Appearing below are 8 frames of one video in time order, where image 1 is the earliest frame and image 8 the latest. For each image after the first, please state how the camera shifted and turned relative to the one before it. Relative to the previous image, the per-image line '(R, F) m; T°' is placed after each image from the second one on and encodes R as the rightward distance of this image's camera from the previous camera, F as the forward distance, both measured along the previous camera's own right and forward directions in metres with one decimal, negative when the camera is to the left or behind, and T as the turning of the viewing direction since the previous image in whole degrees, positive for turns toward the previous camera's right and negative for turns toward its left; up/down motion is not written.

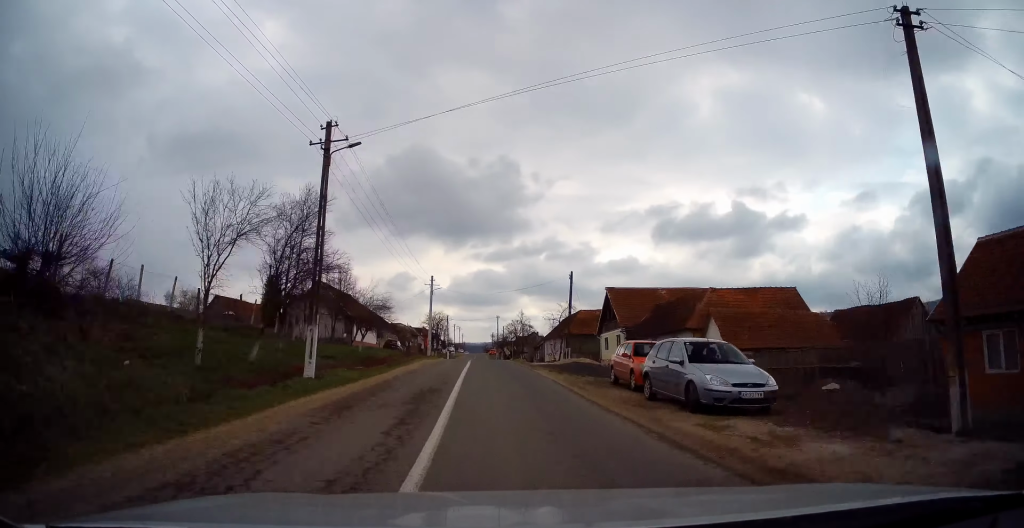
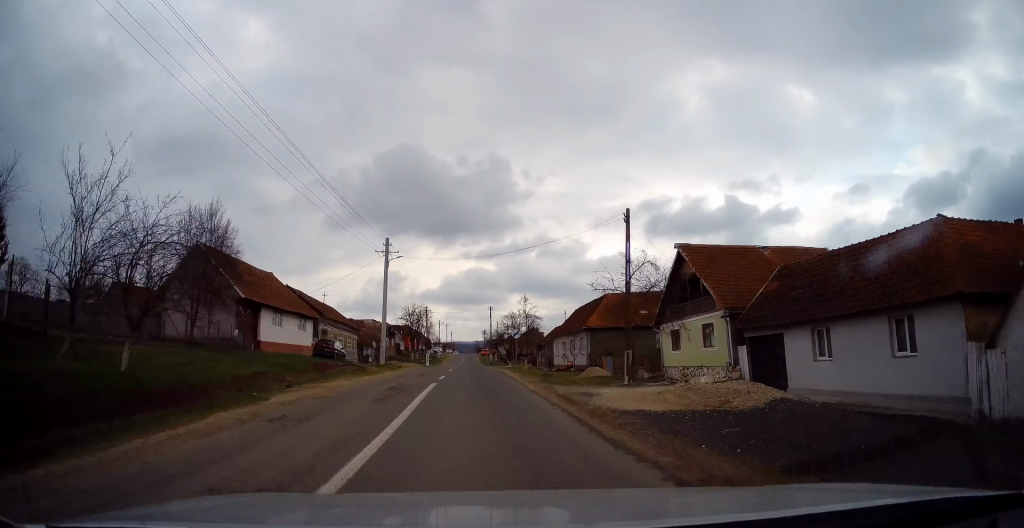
(0.0, +20.9) m; +1°
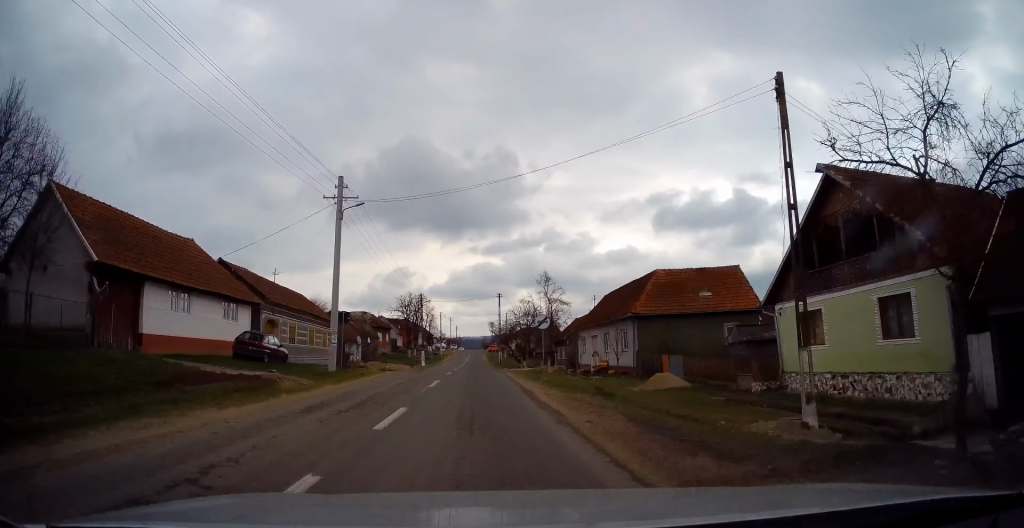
(0.0, +13.0) m; 0°
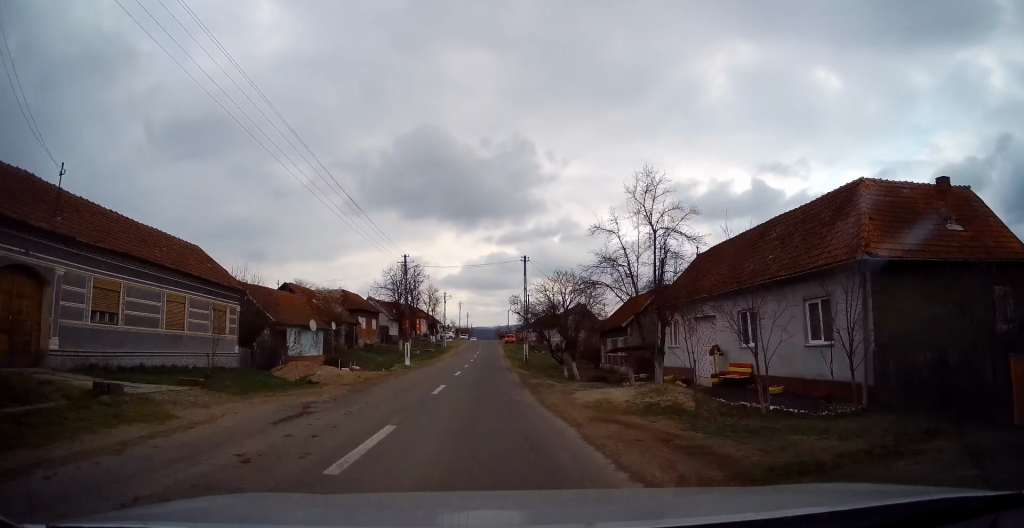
(0.0, +21.3) m; -1°
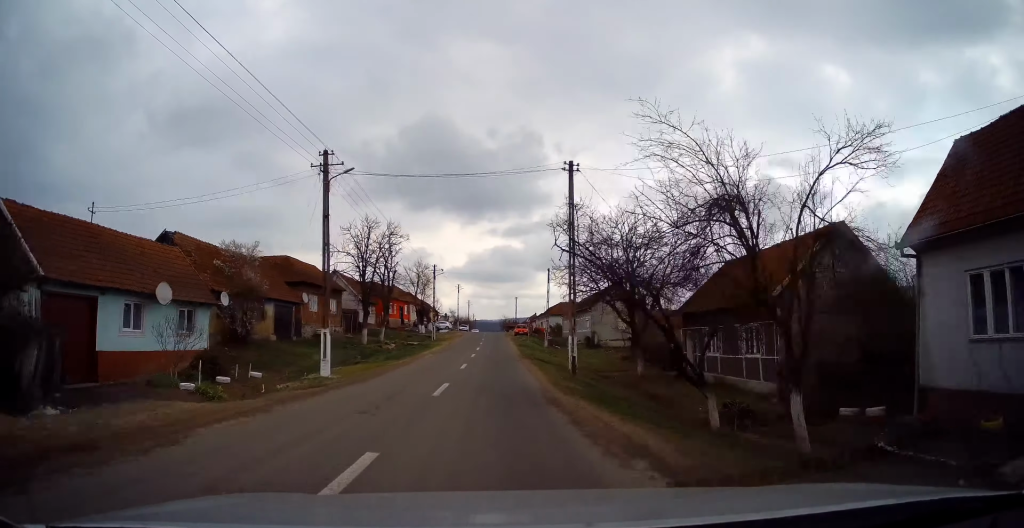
(-0.4, +20.5) m; -1°
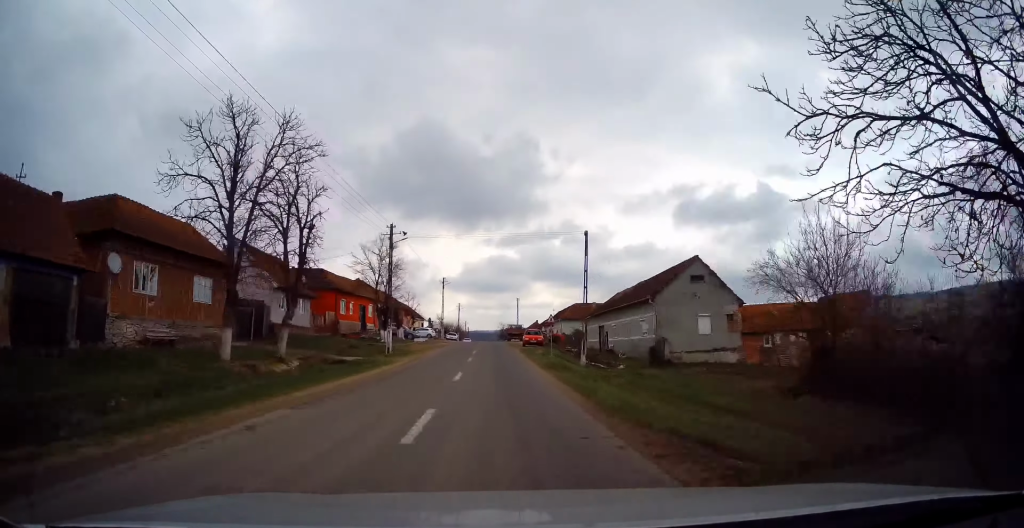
(-0.1, +23.3) m; 0°
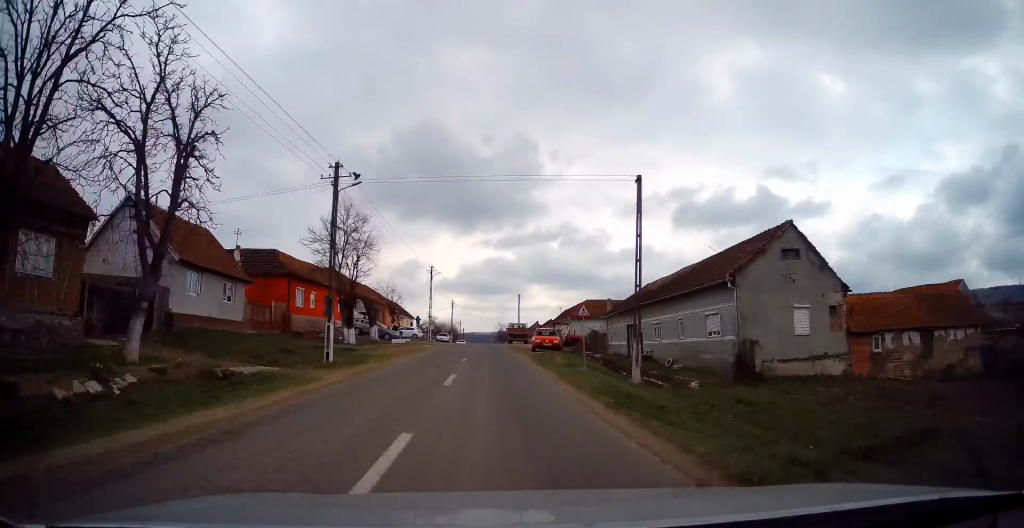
(0.0, +11.9) m; +1°
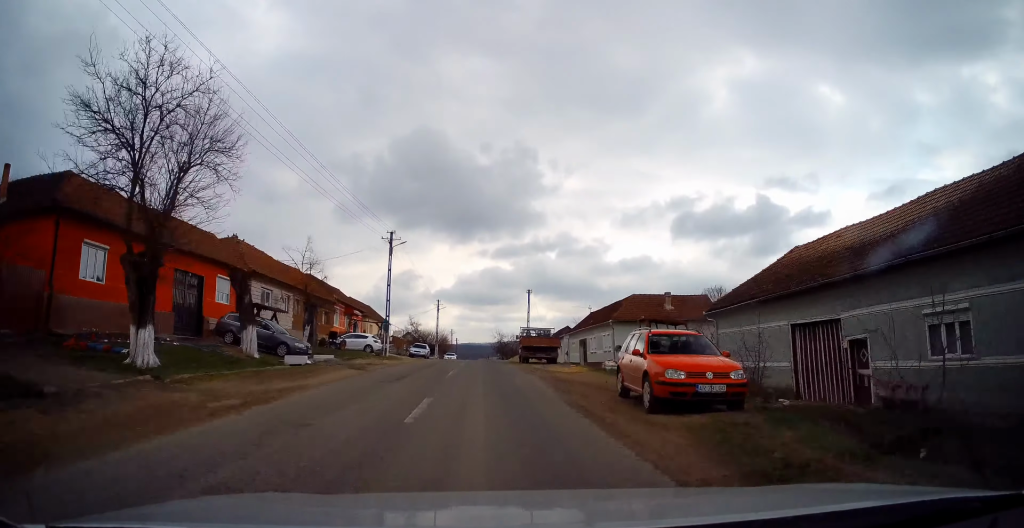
(+0.4, +24.1) m; +1°
